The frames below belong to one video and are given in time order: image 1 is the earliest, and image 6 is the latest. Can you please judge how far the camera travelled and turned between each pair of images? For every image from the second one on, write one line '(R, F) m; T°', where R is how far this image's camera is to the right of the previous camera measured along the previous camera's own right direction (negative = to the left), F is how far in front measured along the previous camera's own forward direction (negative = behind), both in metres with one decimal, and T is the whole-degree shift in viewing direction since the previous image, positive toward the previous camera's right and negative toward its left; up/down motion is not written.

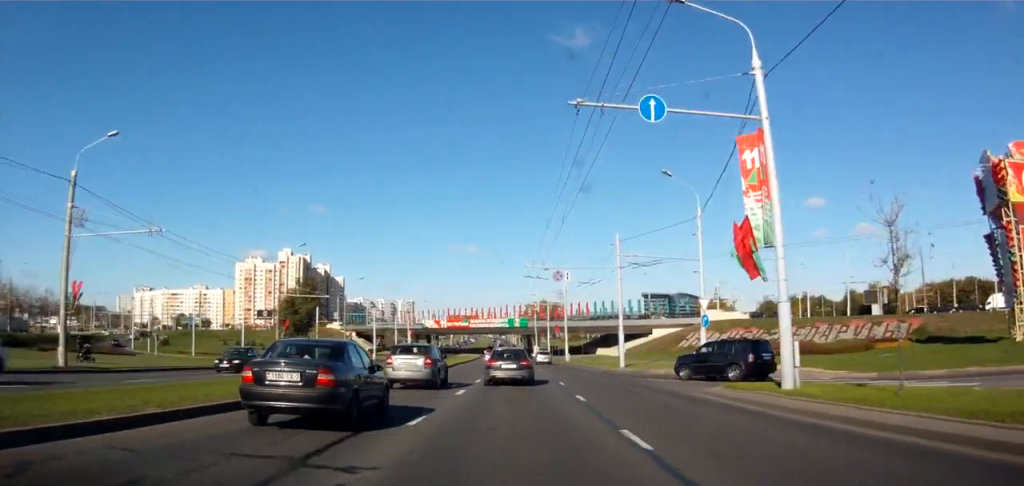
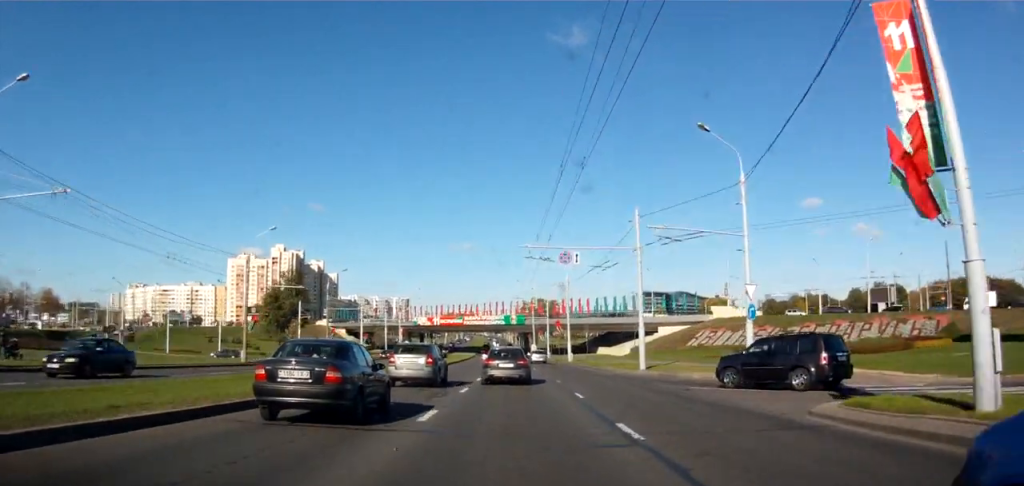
(-0.2, +7.3) m; 0°
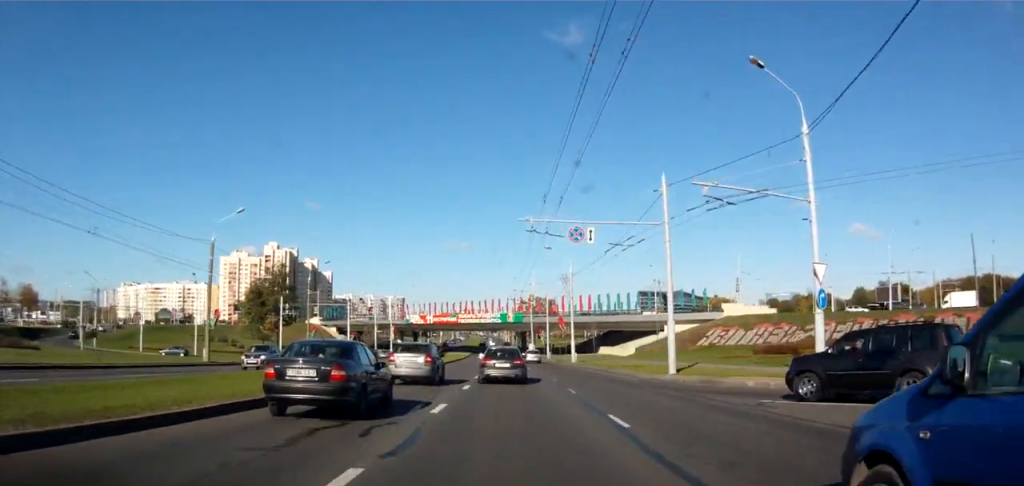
(-0.1, +6.6) m; 0°
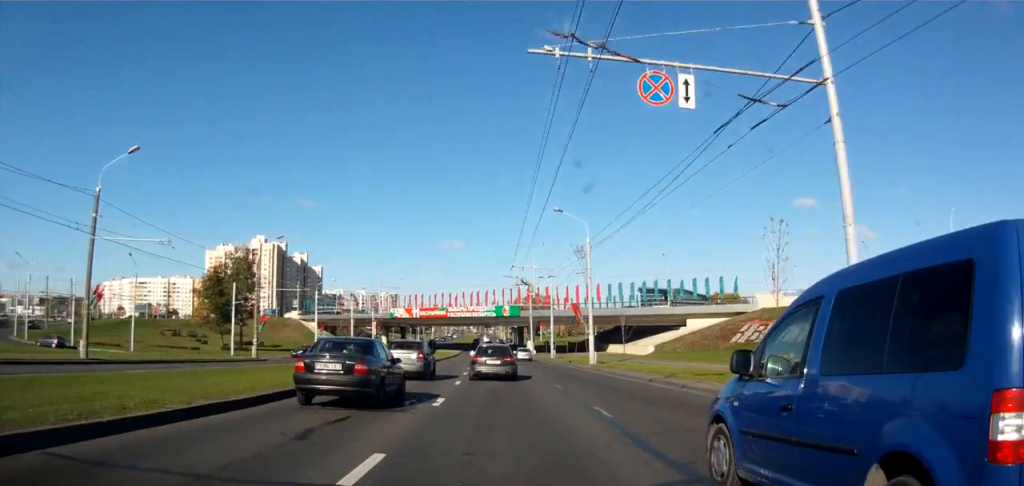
(+0.1, +14.7) m; +1°
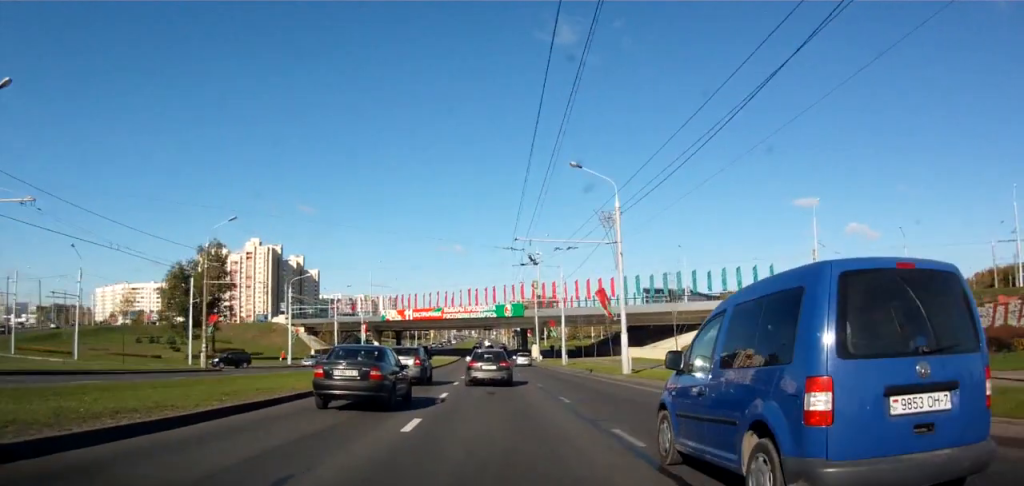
(+0.1, +11.5) m; 0°
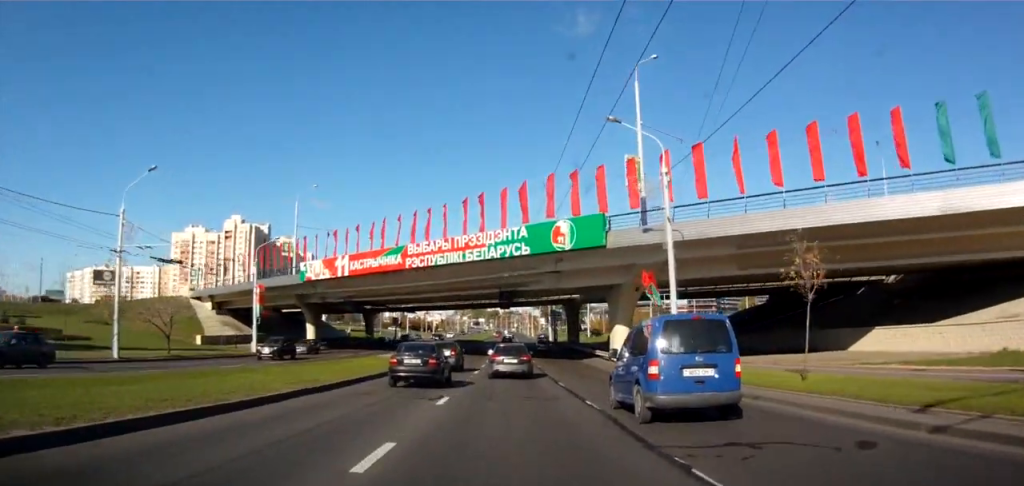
(-0.9, +60.3) m; -2°
